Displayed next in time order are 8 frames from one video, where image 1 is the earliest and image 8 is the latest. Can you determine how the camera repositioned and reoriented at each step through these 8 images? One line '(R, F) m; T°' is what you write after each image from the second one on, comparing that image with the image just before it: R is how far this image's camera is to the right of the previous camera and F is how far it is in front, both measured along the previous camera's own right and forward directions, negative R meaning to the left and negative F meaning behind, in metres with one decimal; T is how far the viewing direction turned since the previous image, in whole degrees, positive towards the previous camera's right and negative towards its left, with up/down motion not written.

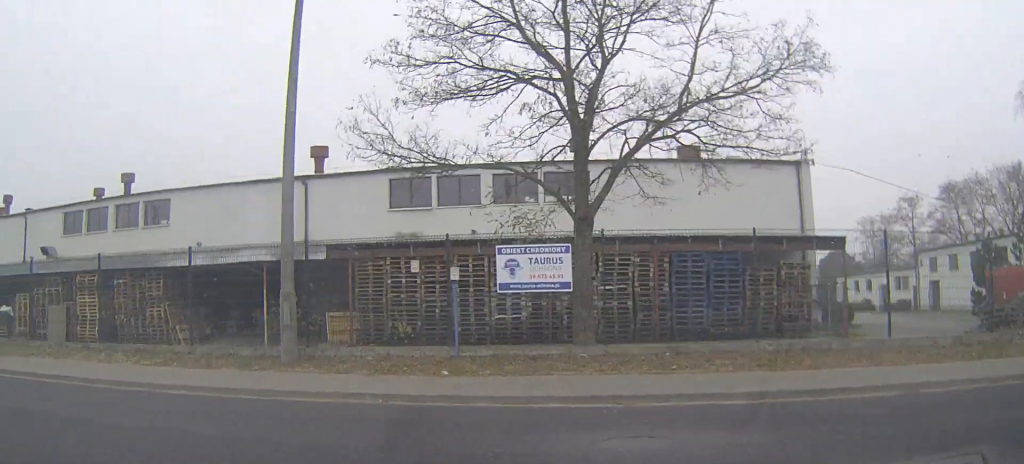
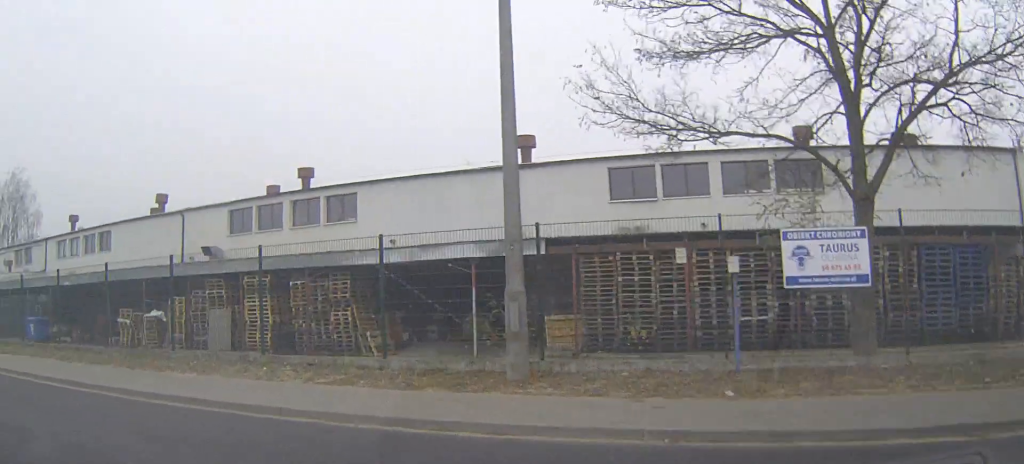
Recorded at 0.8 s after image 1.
(-0.4, +2.6) m; -16°
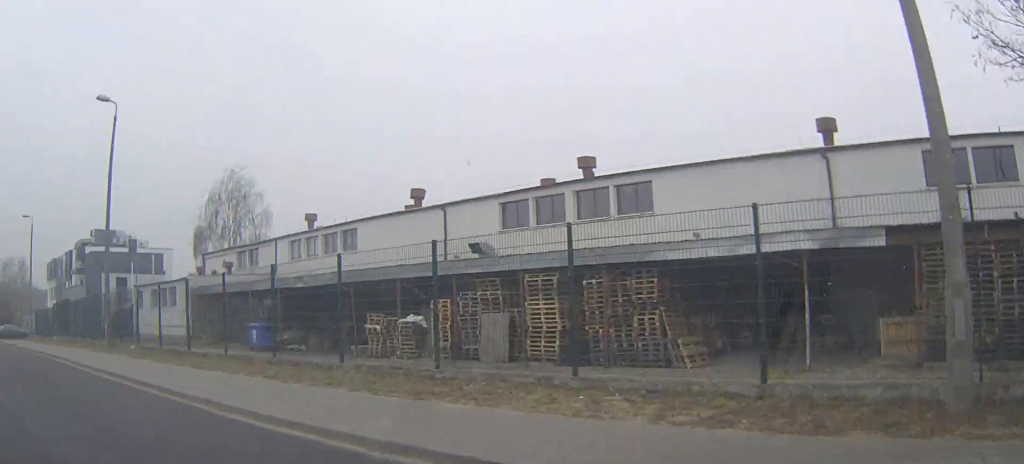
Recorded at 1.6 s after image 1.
(-0.6, +3.4) m; -18°
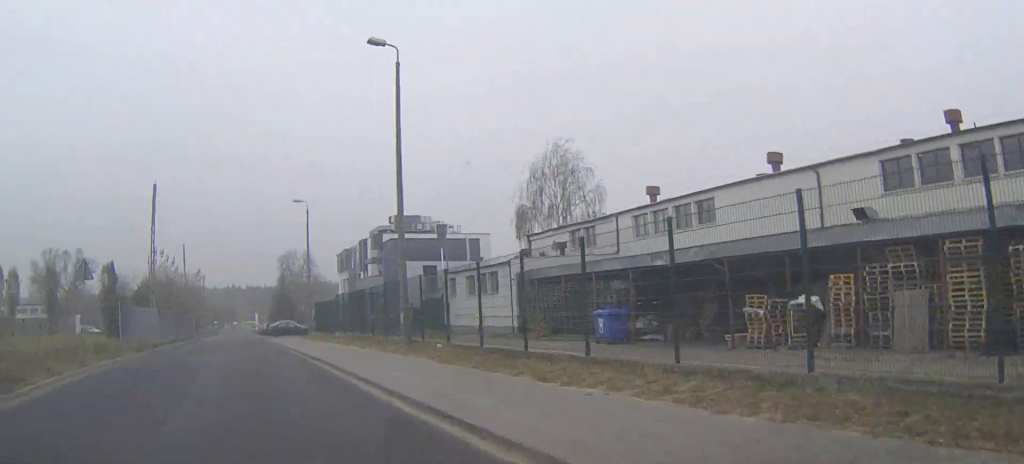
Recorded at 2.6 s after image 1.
(-1.0, +5.1) m; -18°
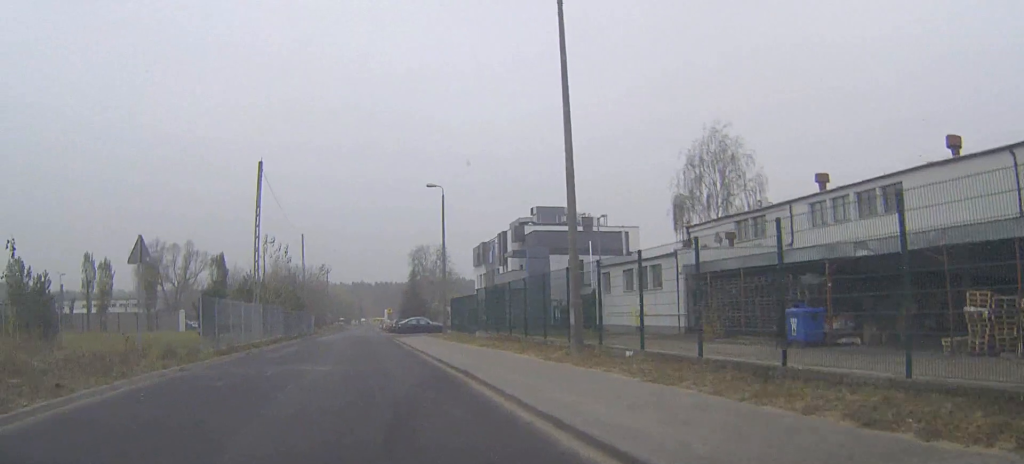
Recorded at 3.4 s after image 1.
(-0.5, +4.7) m; -9°
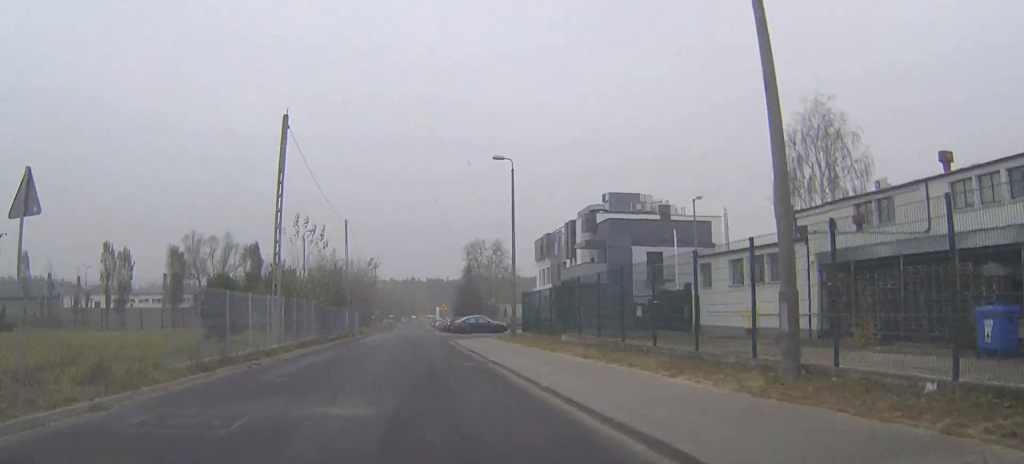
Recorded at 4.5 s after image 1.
(-0.5, +8.2) m; -4°
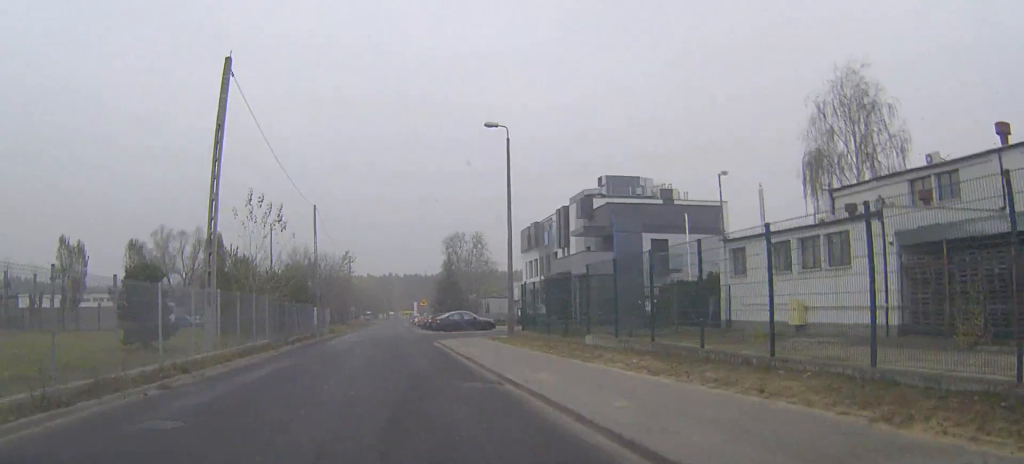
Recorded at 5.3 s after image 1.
(0.0, +6.4) m; 0°
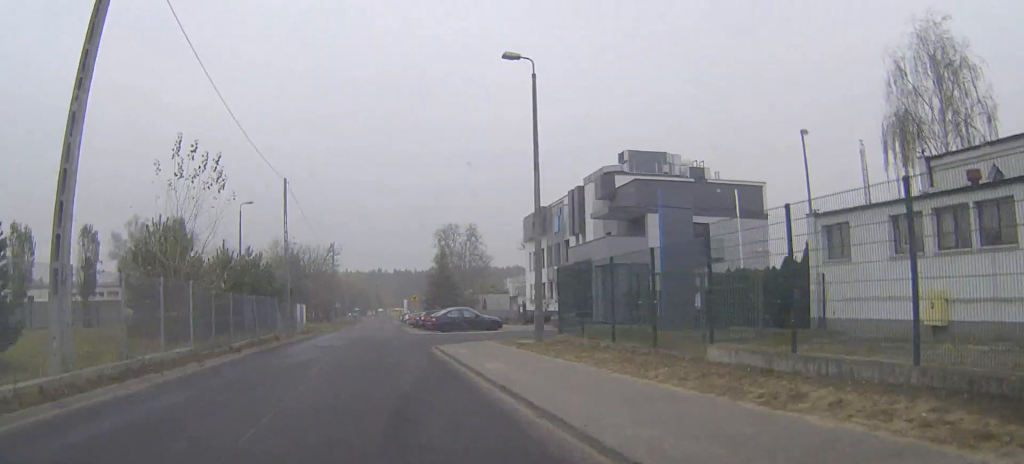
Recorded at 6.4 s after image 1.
(0.0, +7.9) m; +1°
